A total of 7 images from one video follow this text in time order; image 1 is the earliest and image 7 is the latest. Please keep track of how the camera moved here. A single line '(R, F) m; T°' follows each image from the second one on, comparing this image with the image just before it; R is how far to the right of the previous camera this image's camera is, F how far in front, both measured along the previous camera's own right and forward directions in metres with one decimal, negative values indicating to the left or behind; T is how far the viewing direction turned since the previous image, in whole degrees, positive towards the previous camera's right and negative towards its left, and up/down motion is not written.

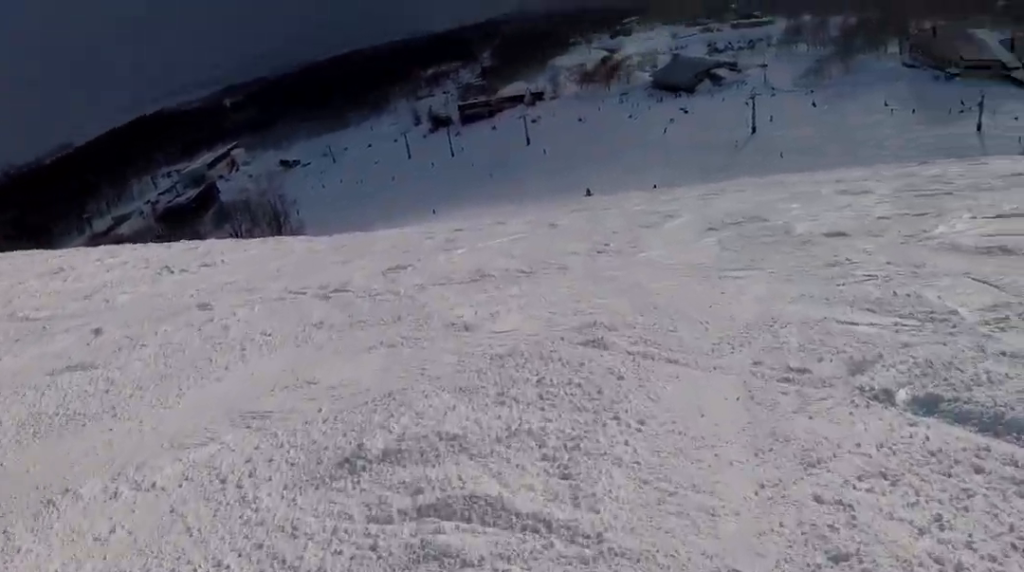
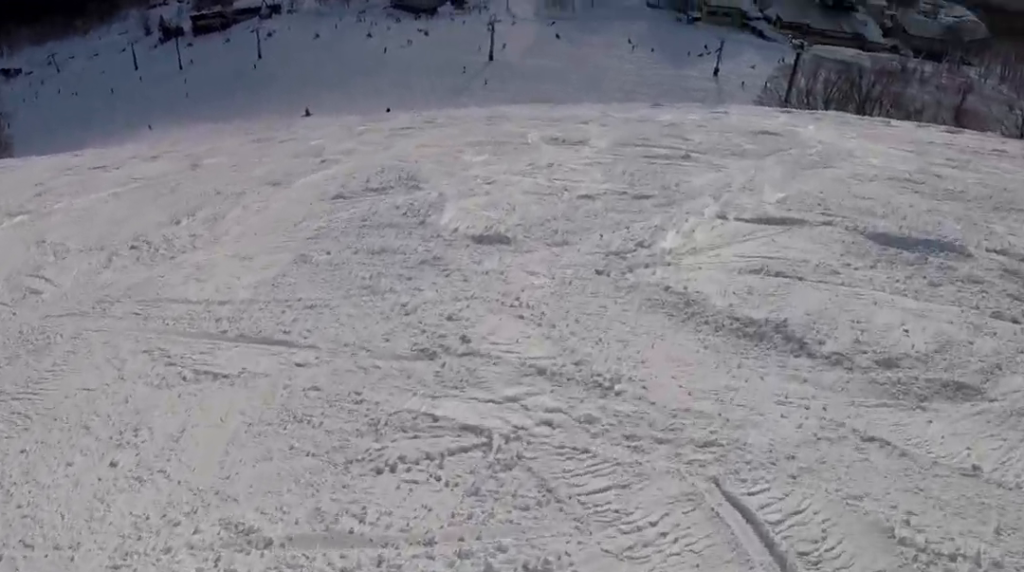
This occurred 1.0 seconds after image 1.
(+0.1, +4.5) m; -5°
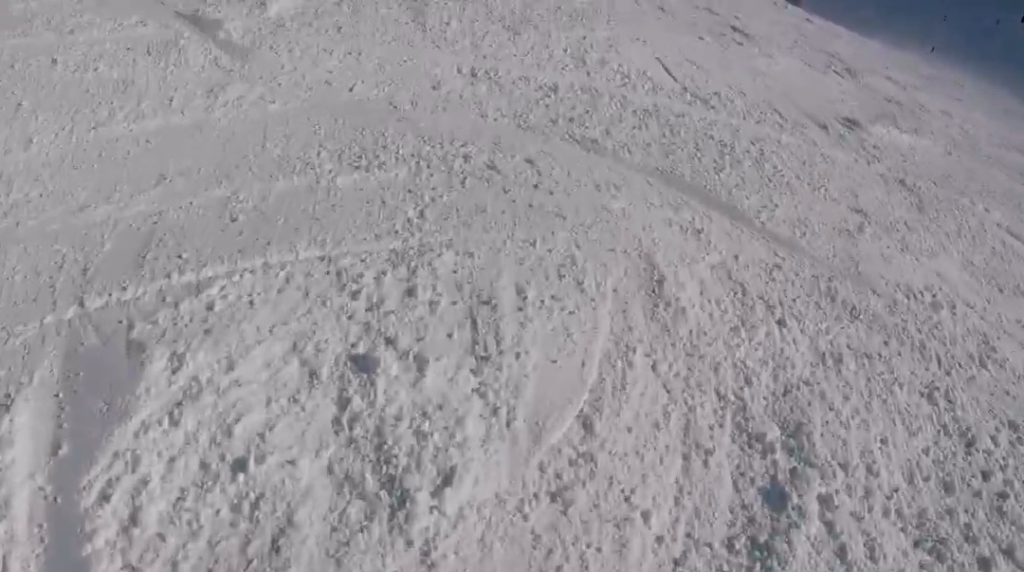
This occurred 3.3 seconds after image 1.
(-2.5, +9.4) m; -10°
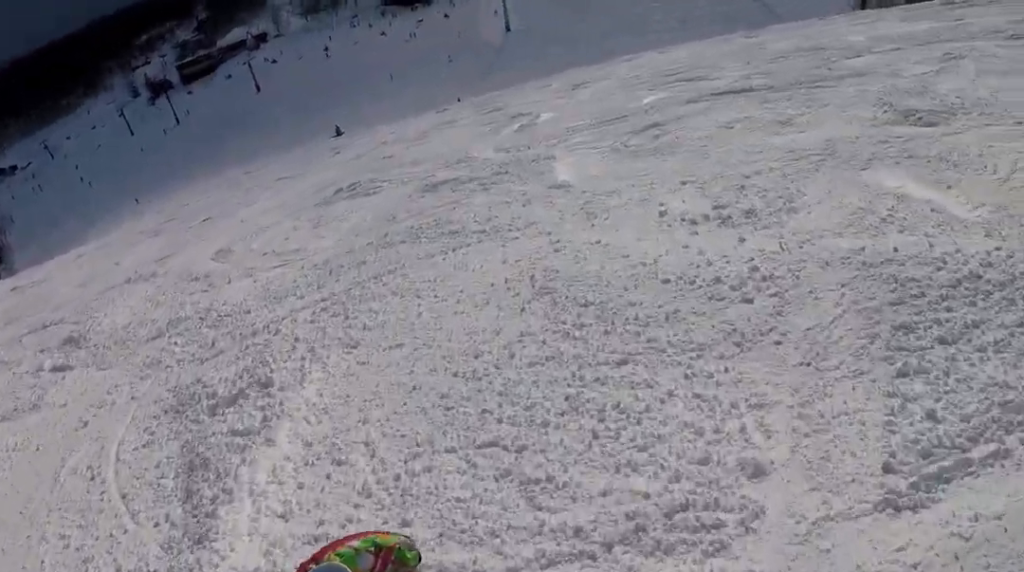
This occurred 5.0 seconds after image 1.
(+2.1, +6.7) m; +21°
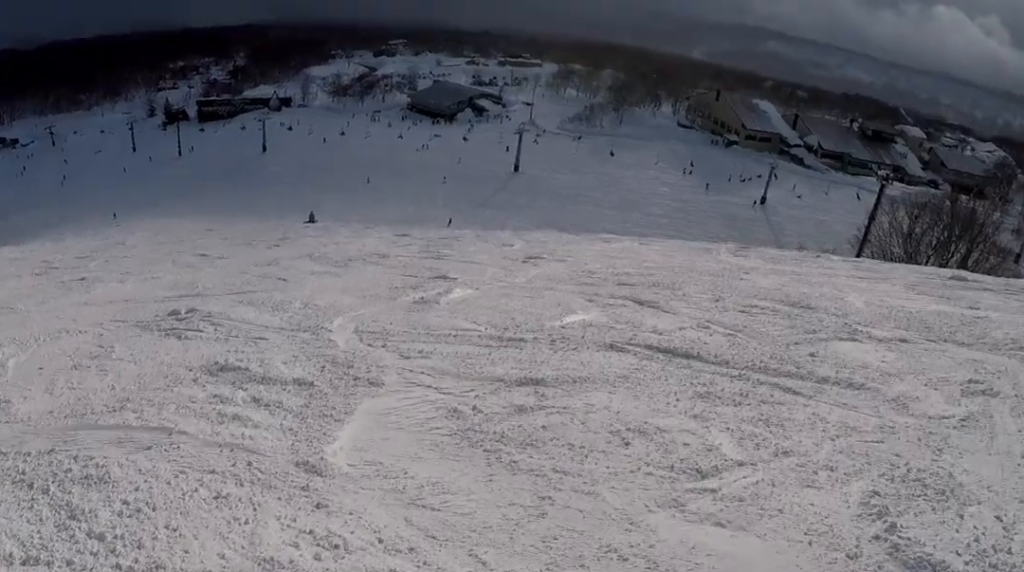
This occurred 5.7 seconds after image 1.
(+0.1, +3.3) m; -11°
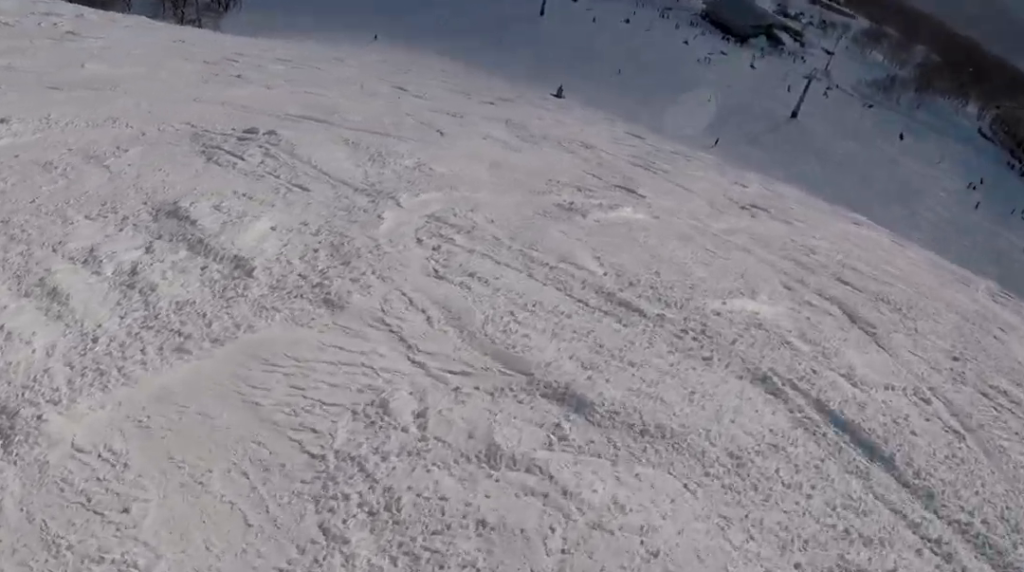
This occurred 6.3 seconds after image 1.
(+0.5, +2.4) m; -20°
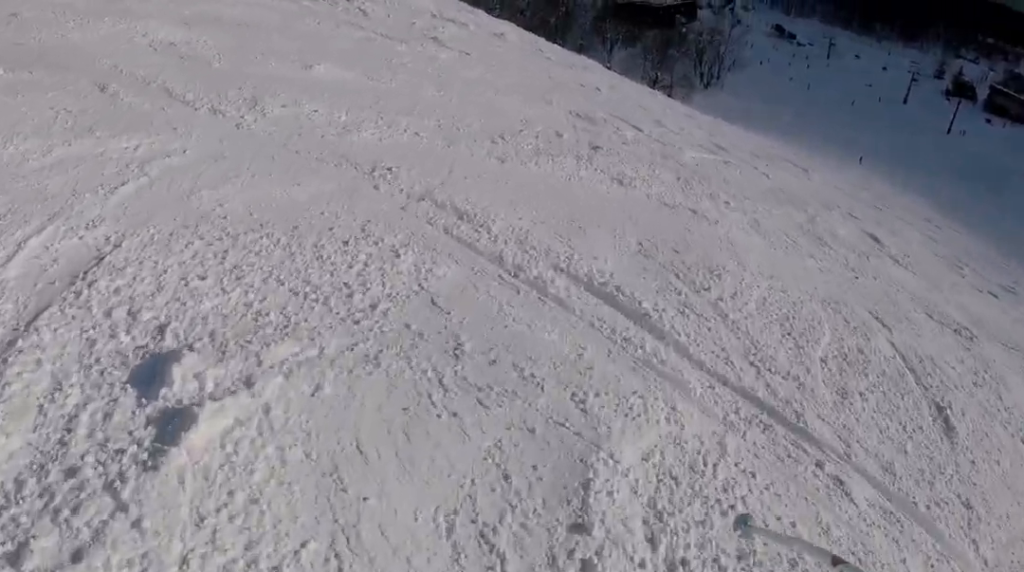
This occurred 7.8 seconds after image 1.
(-2.8, +6.0) m; -18°
